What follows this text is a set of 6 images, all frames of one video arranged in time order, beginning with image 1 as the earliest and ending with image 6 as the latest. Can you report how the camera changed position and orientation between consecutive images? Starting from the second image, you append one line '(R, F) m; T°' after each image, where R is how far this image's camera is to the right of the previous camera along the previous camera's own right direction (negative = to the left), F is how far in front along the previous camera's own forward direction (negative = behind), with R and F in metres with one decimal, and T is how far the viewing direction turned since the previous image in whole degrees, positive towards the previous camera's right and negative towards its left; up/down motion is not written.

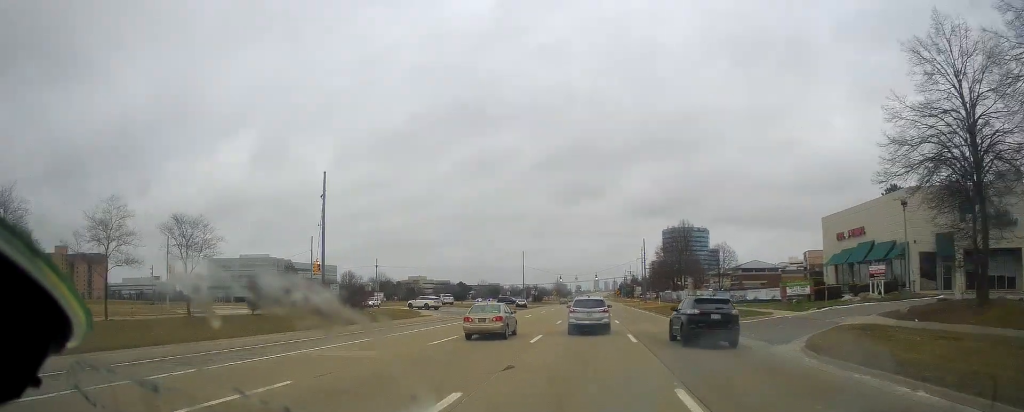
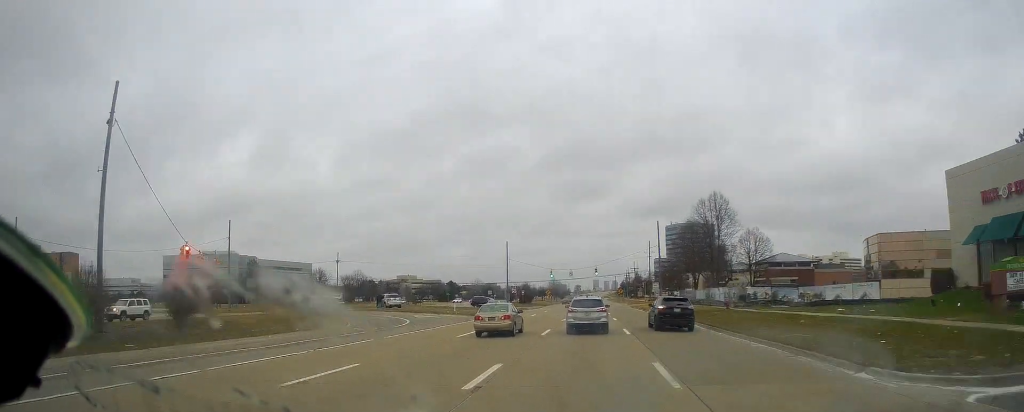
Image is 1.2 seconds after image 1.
(+0.4, +26.0) m; +1°
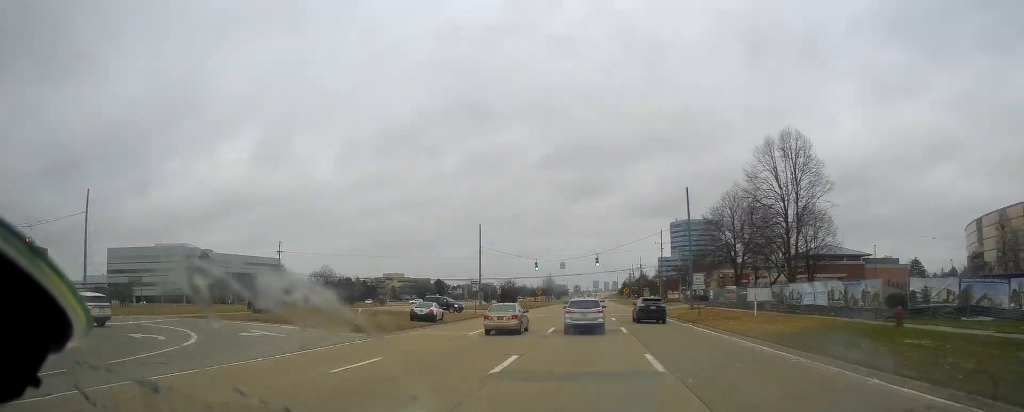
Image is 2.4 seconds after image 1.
(-0.2, +28.3) m; -1°
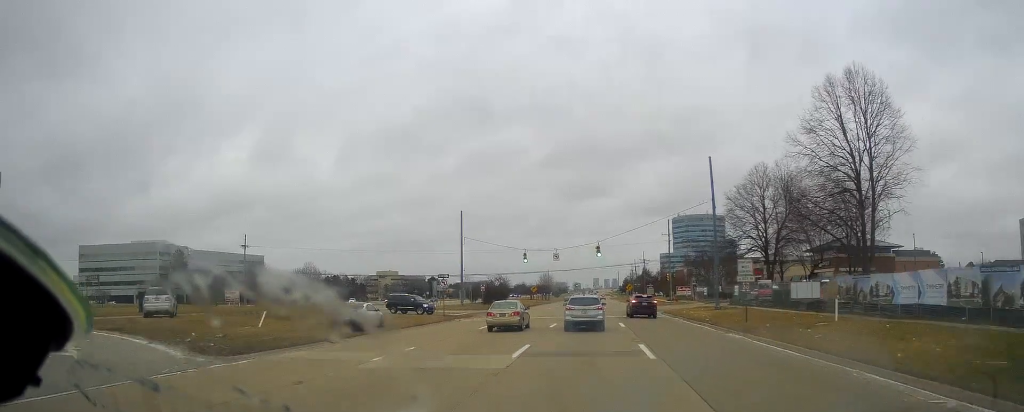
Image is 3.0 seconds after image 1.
(-0.5, +12.7) m; 0°
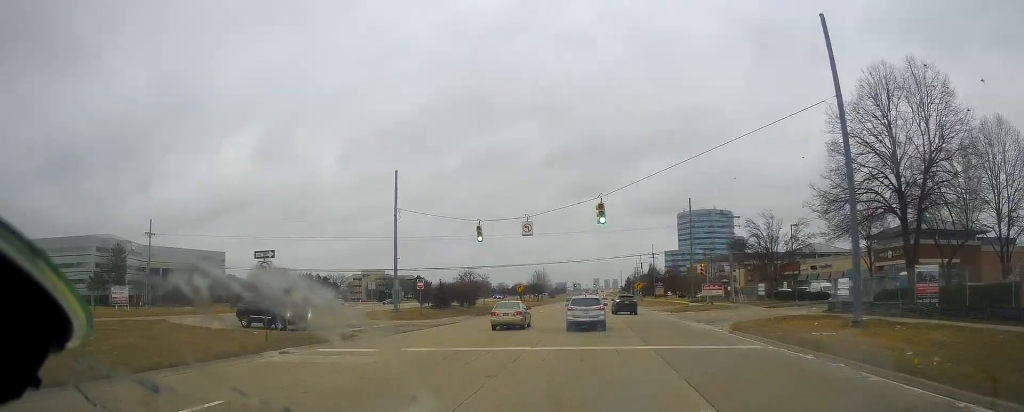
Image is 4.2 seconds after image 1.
(+1.1, +26.3) m; +2°
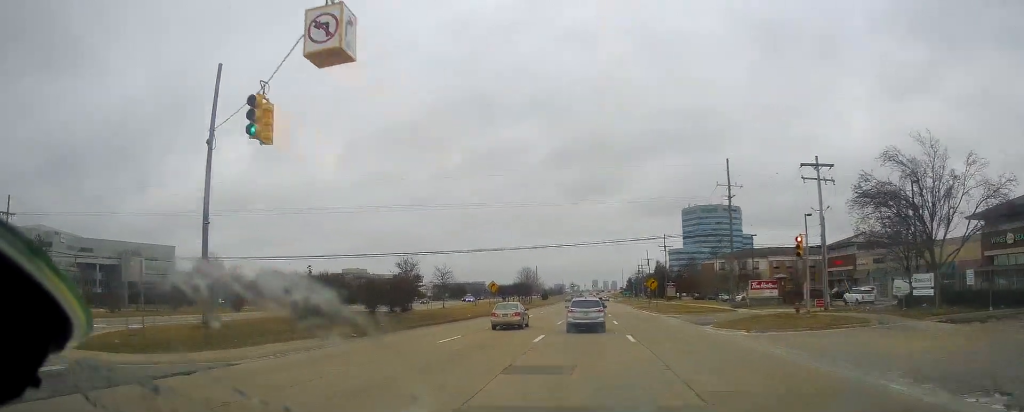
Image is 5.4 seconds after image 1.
(-0.1, +27.3) m; -1°
